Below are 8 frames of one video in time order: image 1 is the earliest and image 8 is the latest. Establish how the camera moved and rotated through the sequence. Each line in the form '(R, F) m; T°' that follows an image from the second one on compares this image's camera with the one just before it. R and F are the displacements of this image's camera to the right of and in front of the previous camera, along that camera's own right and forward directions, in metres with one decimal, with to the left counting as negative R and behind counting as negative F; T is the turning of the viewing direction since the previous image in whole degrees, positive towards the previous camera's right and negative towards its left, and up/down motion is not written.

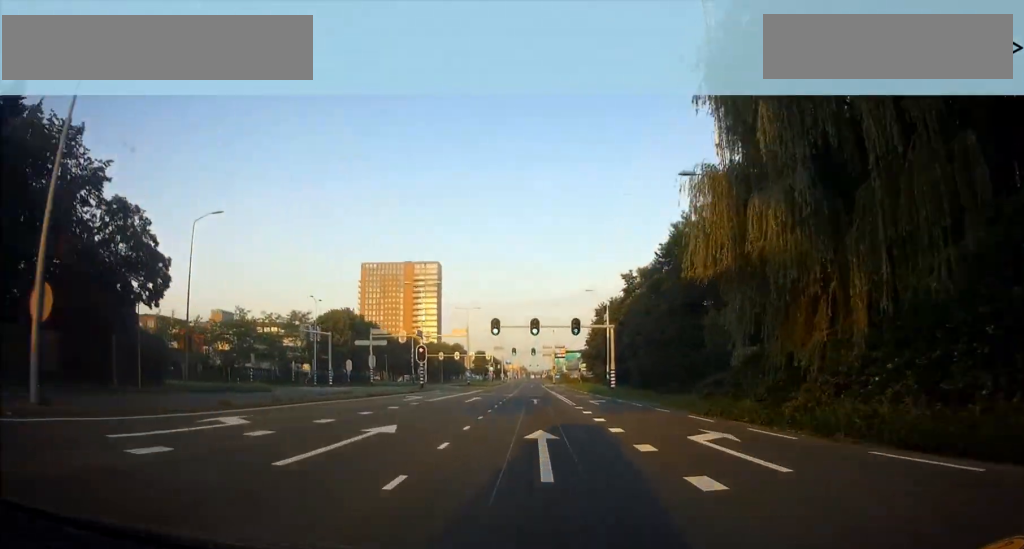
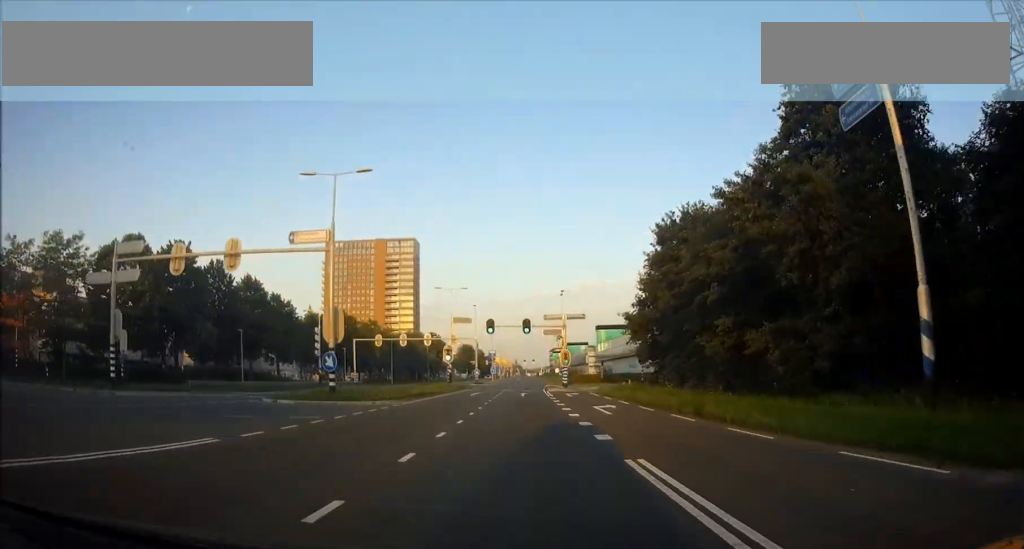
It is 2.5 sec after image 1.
(+0.1, +53.2) m; 0°
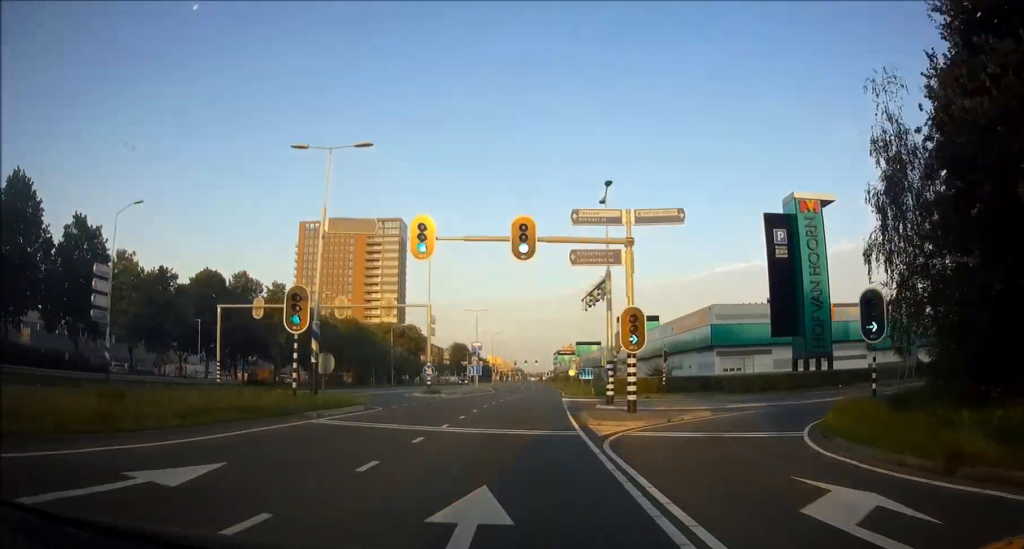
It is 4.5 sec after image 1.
(-0.1, +40.6) m; 0°
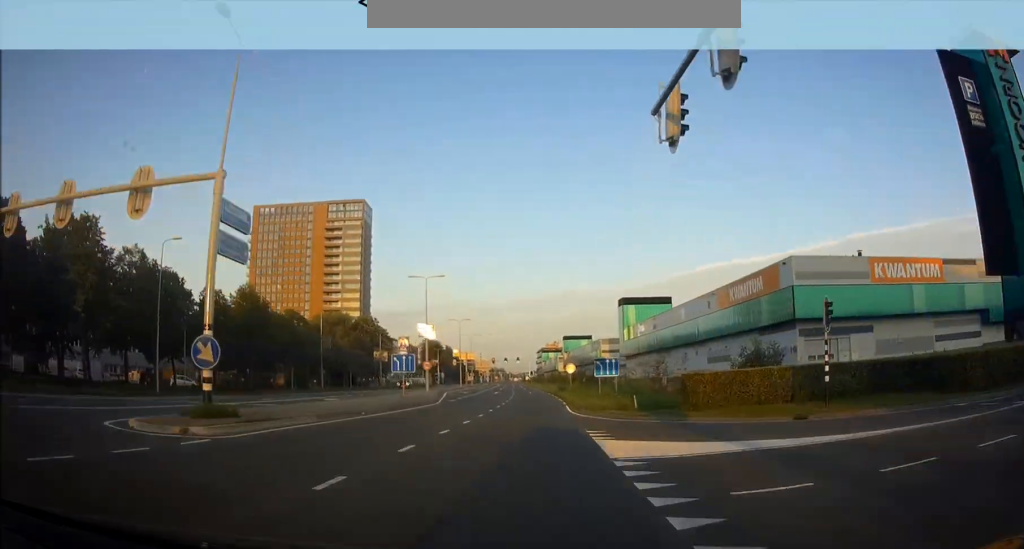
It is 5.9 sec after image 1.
(0.0, +29.4) m; 0°
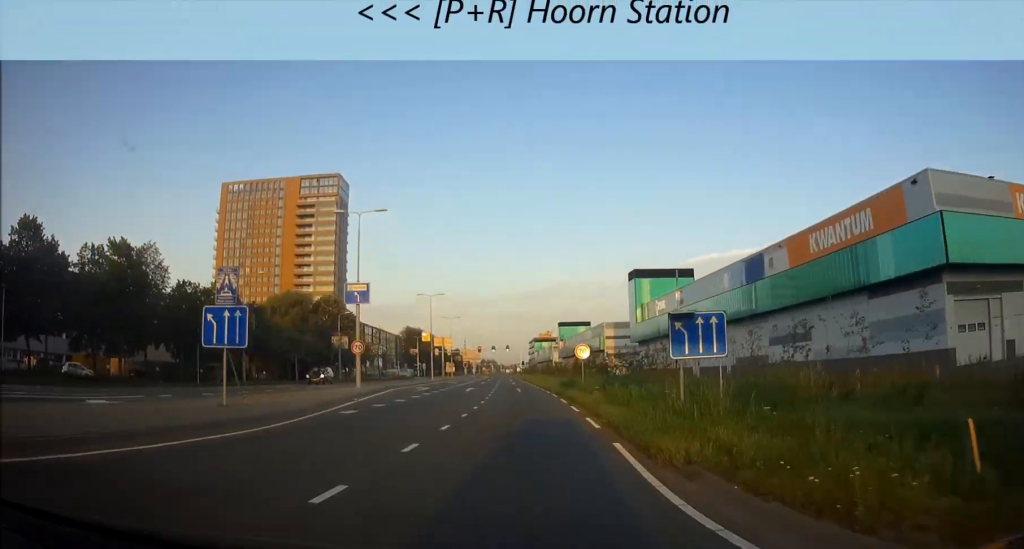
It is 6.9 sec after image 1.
(0.0, +21.0) m; 0°
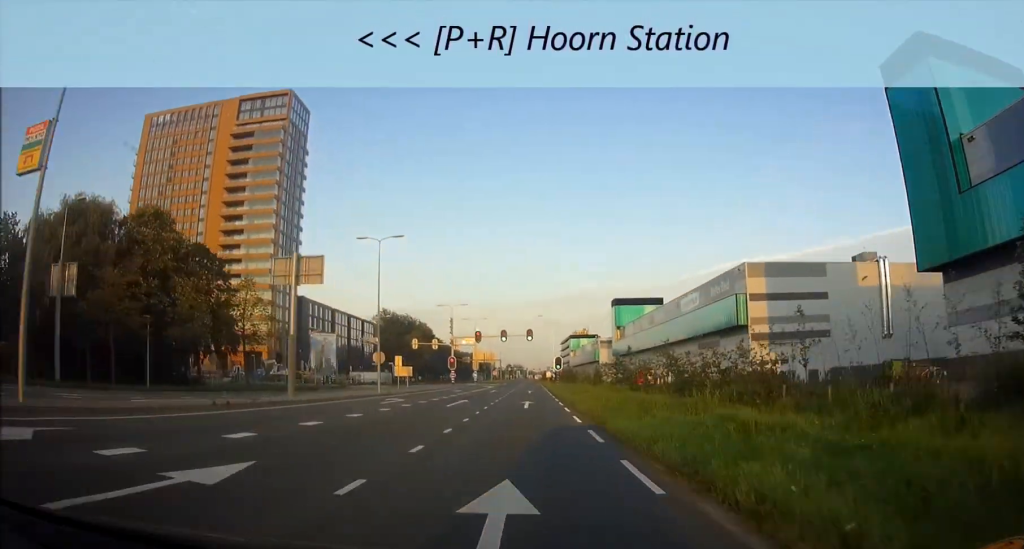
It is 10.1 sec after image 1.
(+0.1, +67.2) m; 0°
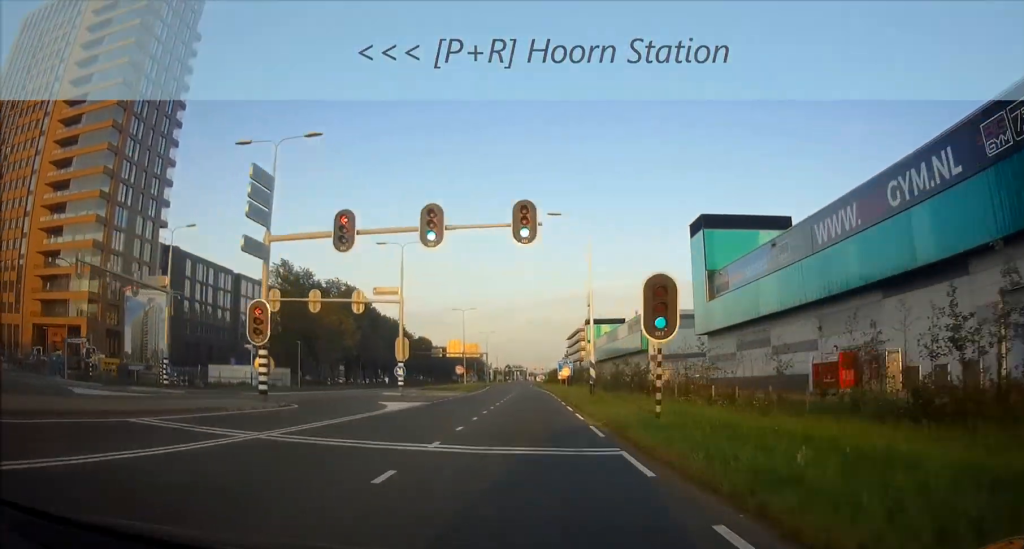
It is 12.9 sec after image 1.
(-0.2, +58.9) m; -1°
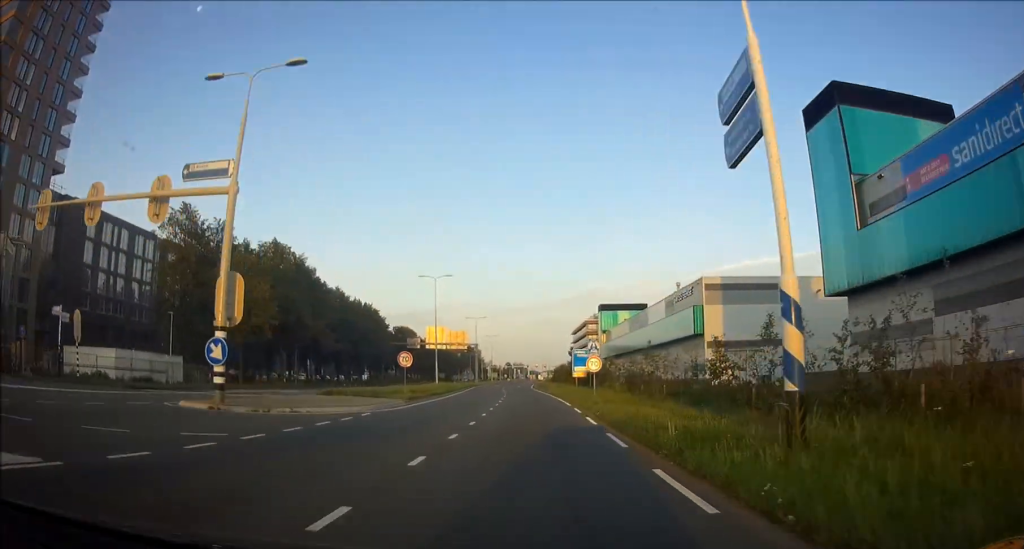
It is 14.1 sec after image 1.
(-0.2, +26.6) m; -1°
